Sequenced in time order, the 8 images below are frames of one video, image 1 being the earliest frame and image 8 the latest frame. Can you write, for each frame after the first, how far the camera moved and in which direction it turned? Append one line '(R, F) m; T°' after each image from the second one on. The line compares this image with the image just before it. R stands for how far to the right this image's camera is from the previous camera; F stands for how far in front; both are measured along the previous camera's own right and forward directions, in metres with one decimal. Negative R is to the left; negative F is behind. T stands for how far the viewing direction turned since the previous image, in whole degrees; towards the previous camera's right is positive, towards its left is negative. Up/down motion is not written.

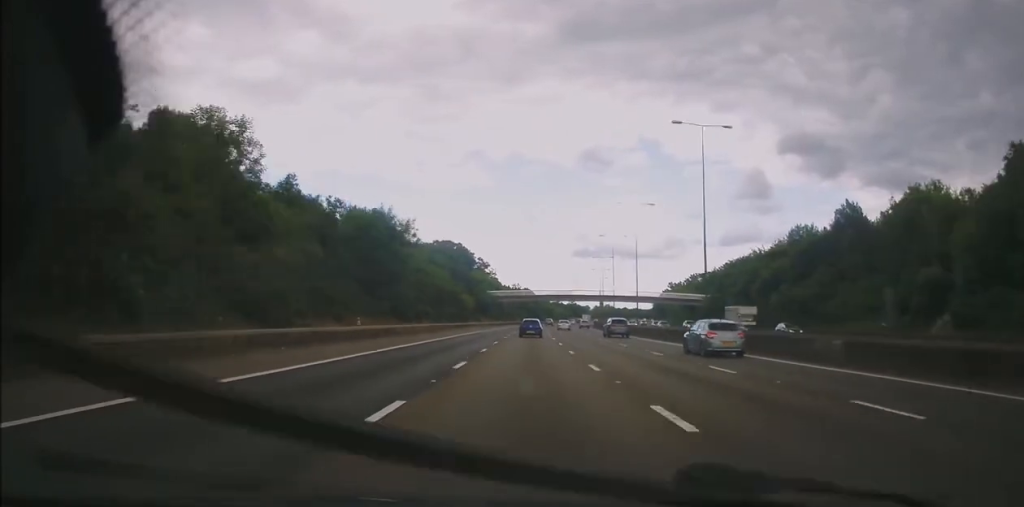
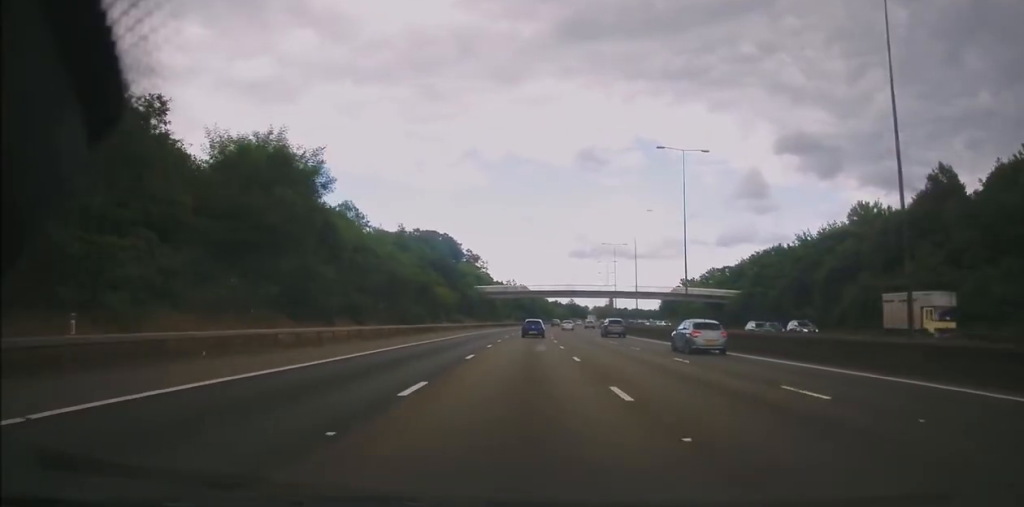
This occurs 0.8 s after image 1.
(+0.3, +23.4) m; +1°
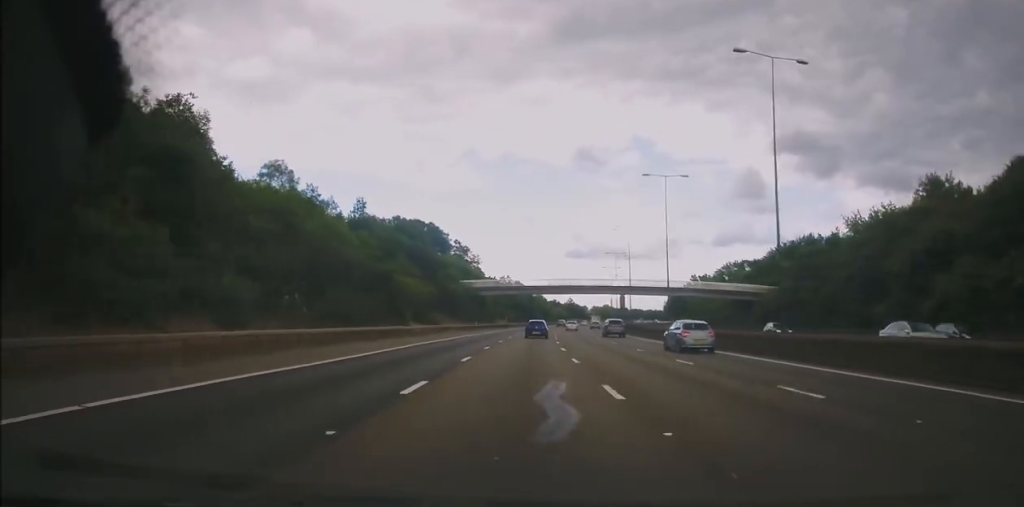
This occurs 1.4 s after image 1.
(+0.1, +18.6) m; 0°
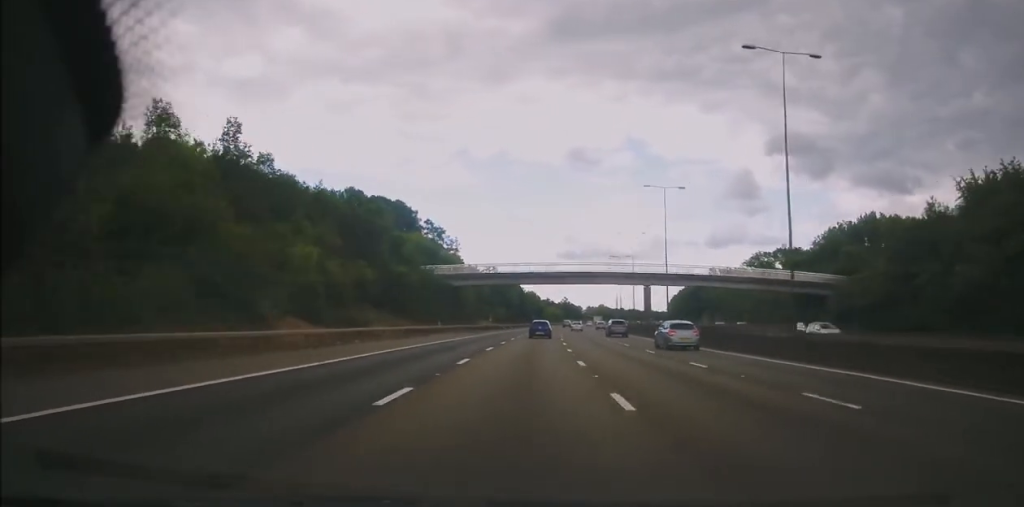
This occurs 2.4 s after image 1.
(+0.1, +28.5) m; 0°
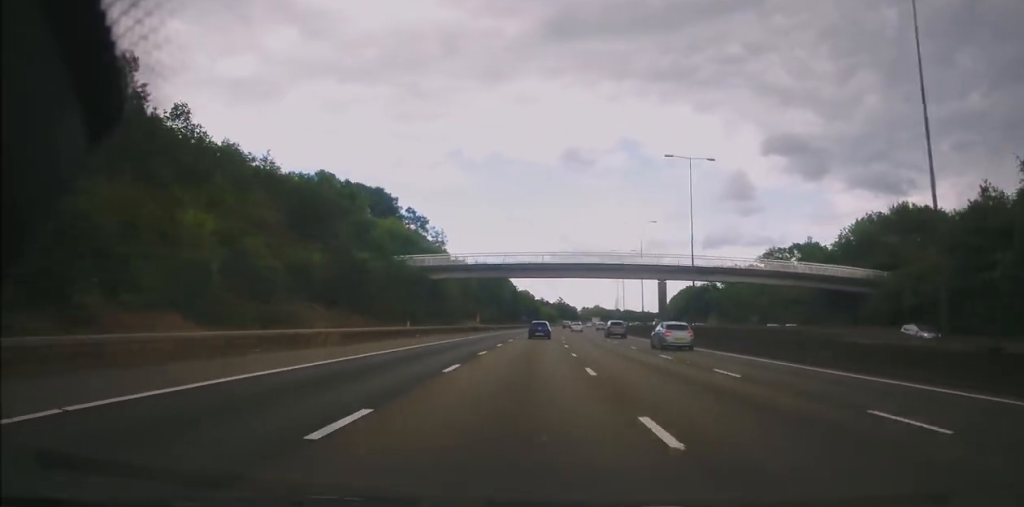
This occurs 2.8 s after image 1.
(-0.1, +11.8) m; 0°
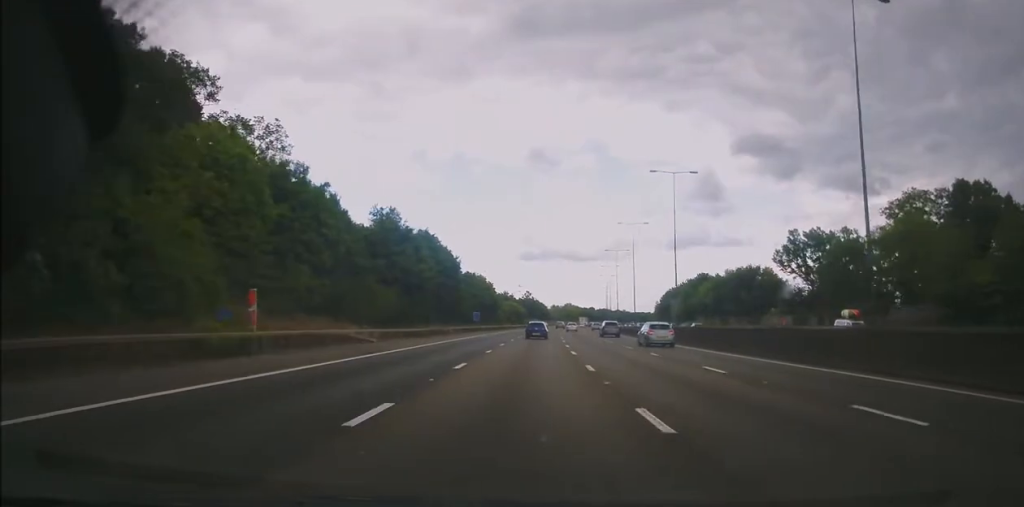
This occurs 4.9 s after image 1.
(+2.2, +61.1) m; +3°
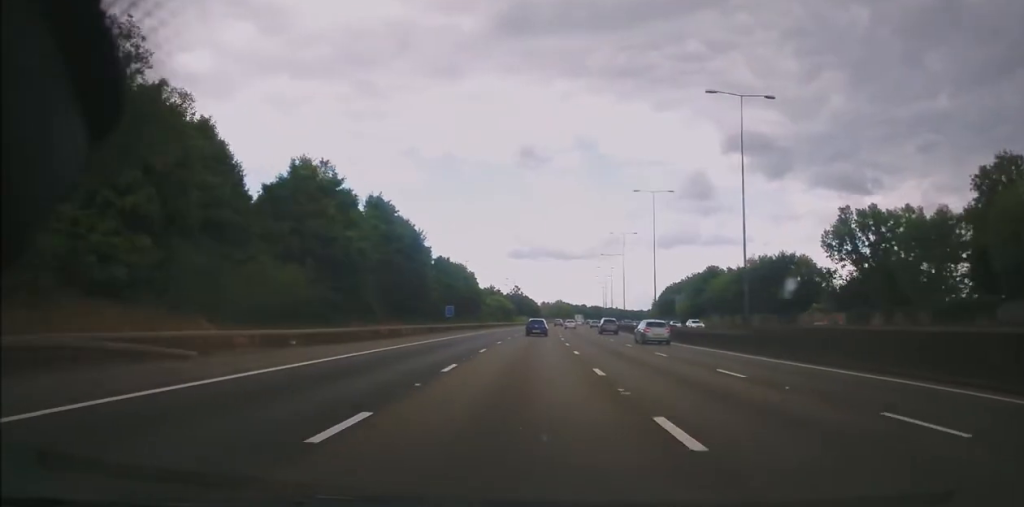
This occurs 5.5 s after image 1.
(0.0, +19.8) m; +1°
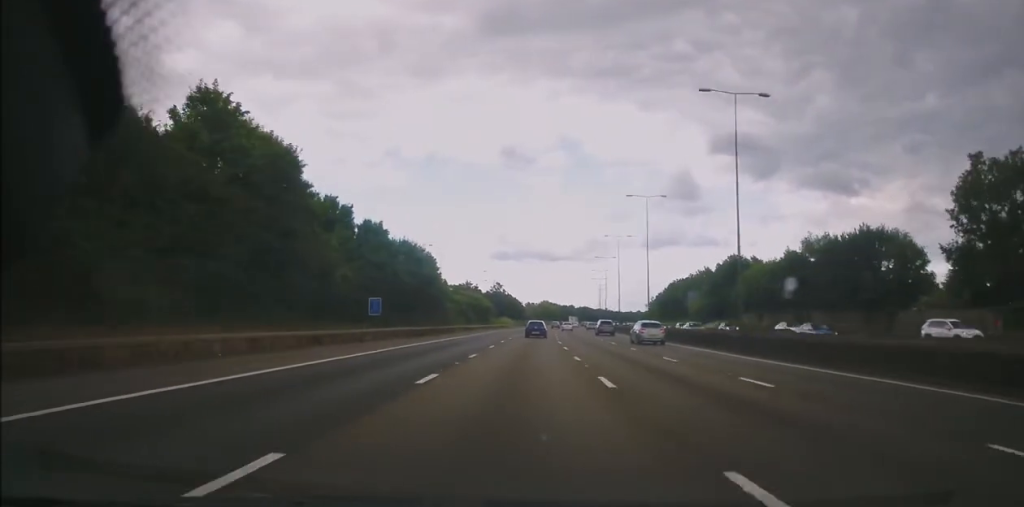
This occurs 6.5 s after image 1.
(+0.3, +29.6) m; +1°
